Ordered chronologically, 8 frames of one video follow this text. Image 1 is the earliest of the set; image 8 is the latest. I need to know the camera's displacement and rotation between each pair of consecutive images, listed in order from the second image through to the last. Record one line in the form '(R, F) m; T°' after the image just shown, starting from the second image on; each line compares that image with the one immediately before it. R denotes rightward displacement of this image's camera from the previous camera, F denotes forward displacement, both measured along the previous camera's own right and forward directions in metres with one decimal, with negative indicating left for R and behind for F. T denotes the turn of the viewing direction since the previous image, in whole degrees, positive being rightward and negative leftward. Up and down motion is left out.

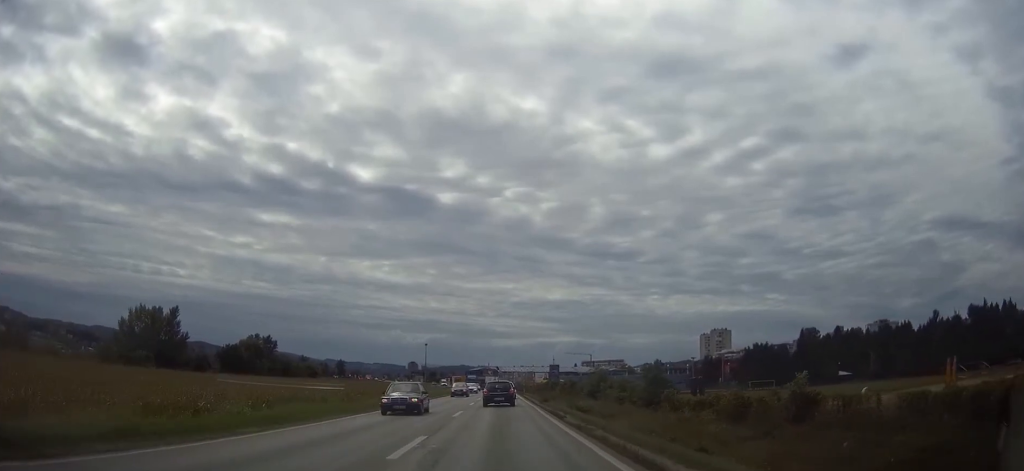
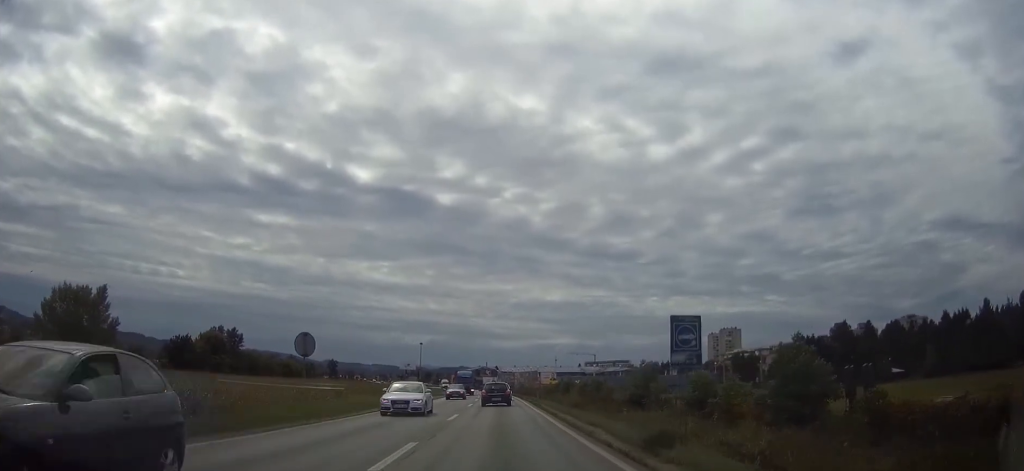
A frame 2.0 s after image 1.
(+0.2, +30.7) m; 0°
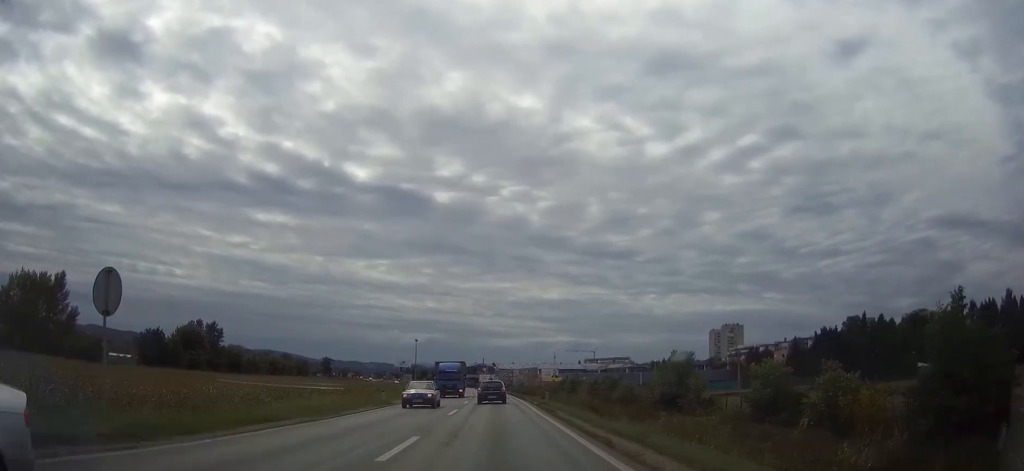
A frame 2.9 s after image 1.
(0.0, +13.5) m; 0°
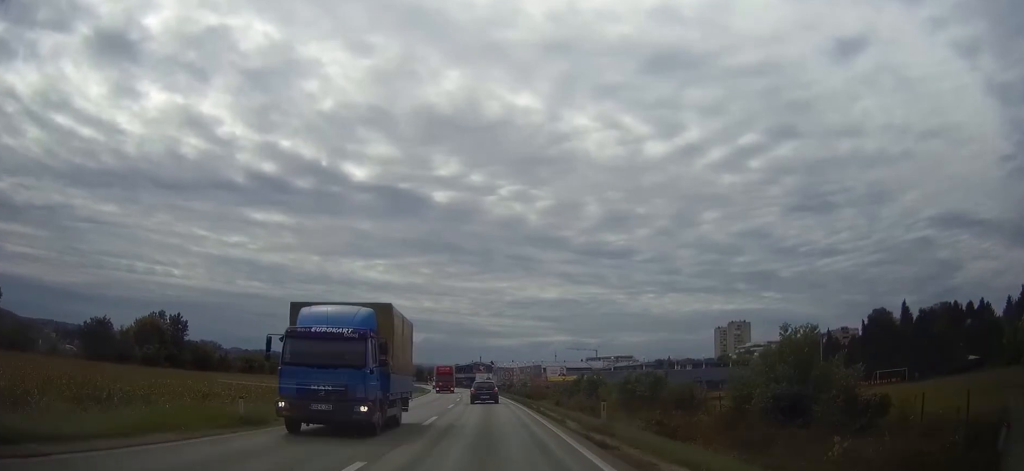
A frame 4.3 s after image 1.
(0.0, +22.0) m; 0°
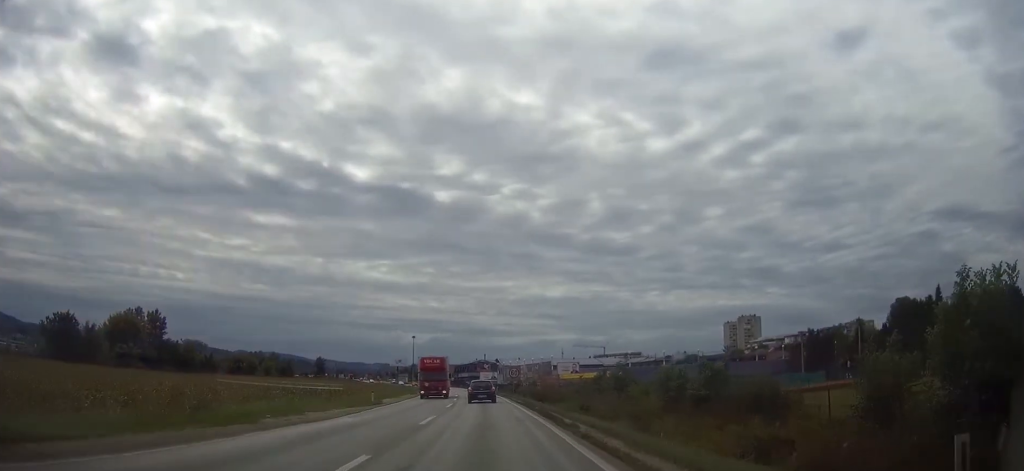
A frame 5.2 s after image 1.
(0.0, +14.2) m; 0°
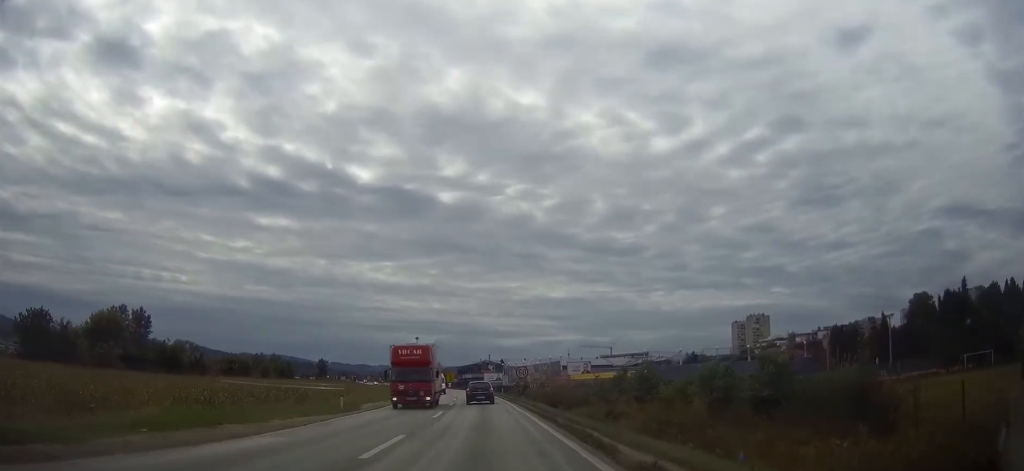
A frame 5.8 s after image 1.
(0.0, +9.5) m; 0°
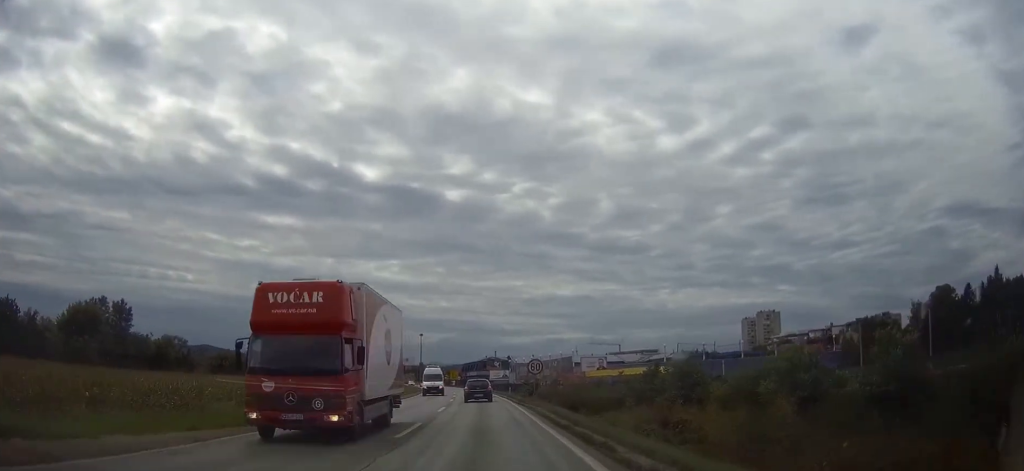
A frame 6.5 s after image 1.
(0.0, +11.0) m; 0°
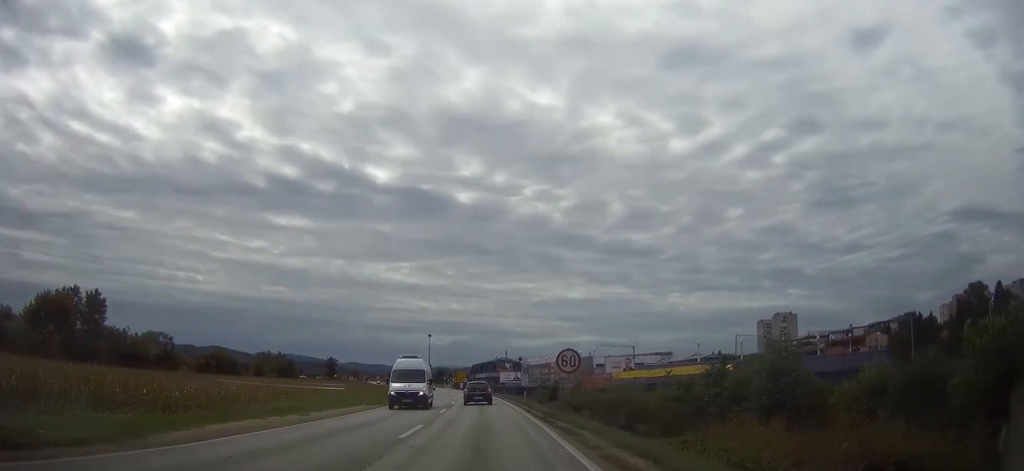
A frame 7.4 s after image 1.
(0.0, +14.1) m; -1°
